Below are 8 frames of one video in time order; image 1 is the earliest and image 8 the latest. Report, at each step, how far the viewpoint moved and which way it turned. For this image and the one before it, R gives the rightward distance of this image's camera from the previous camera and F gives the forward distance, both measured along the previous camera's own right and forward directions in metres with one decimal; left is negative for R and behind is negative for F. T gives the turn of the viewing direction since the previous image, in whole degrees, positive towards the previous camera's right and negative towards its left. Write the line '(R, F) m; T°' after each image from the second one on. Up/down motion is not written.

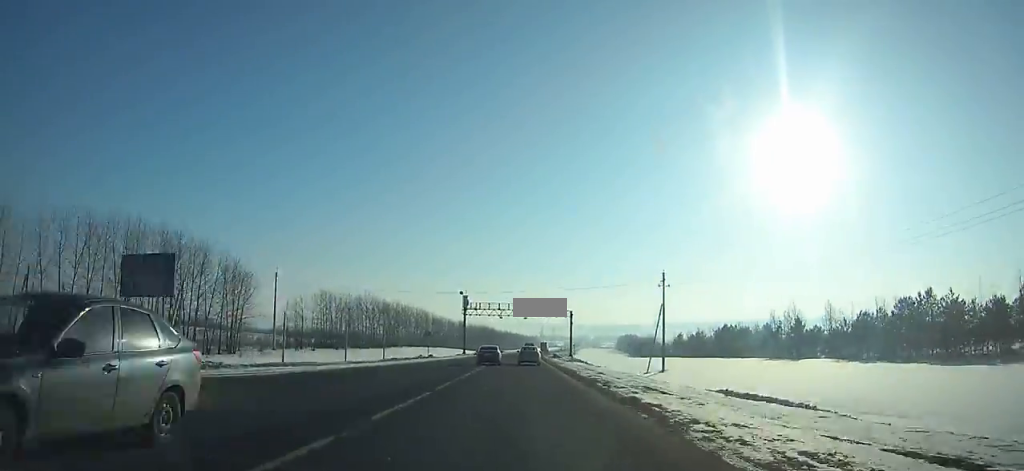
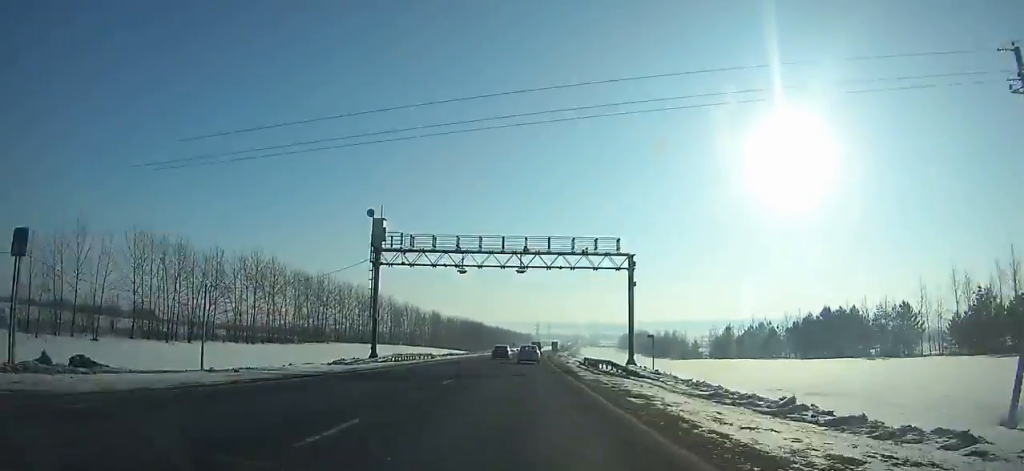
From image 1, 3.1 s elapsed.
(+0.6, +63.8) m; +1°
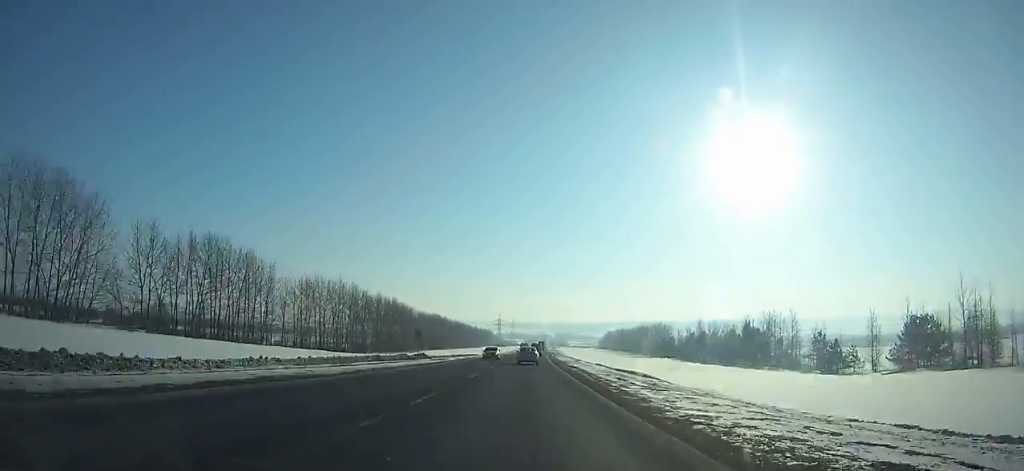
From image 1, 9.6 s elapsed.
(+3.8, +135.7) m; +4°
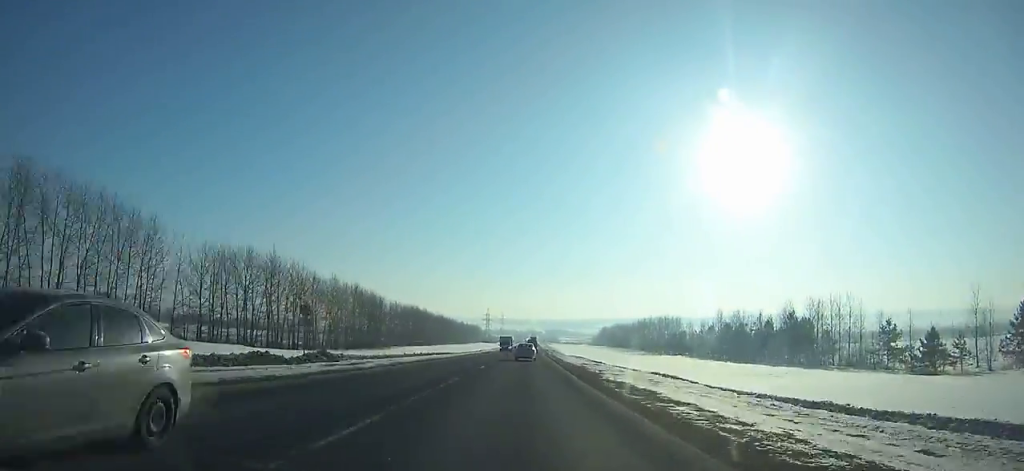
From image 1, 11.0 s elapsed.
(+0.1, +29.5) m; +1°
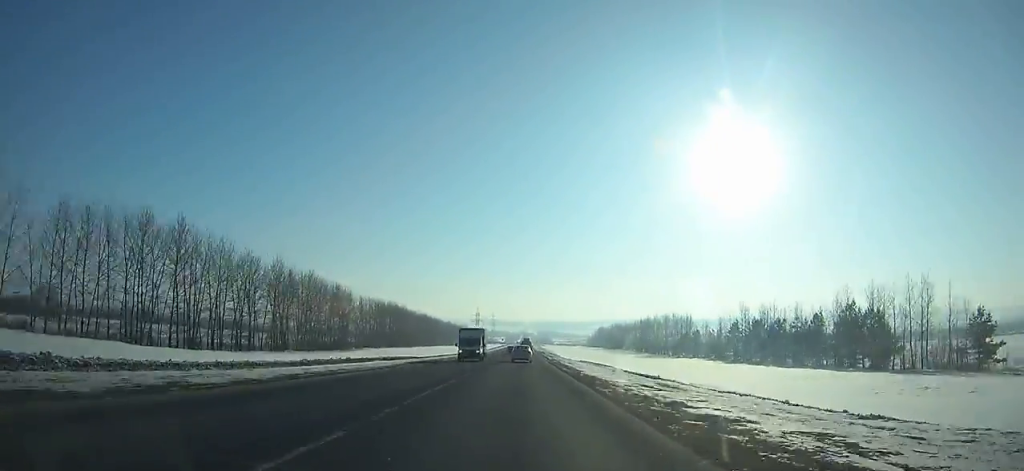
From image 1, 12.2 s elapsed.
(+0.4, +25.7) m; 0°
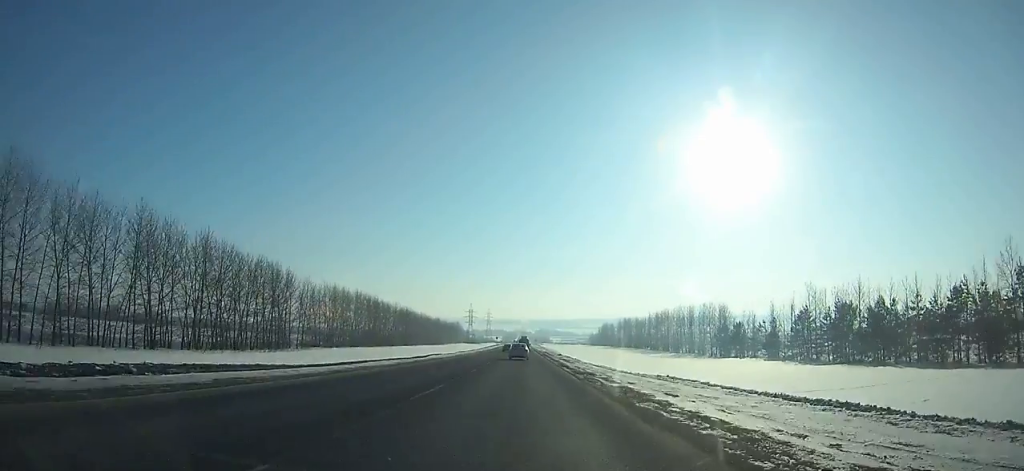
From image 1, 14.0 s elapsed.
(+0.3, +38.4) m; 0°
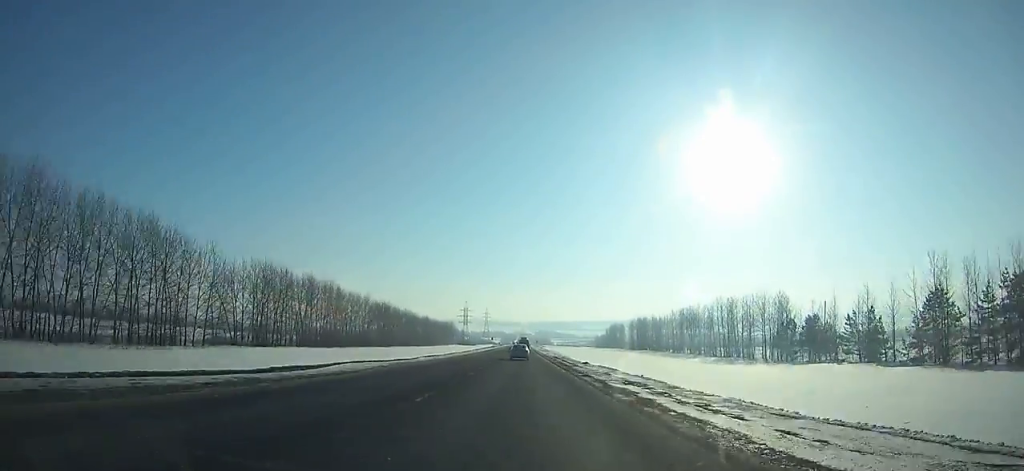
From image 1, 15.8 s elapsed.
(0.0, +38.6) m; 0°
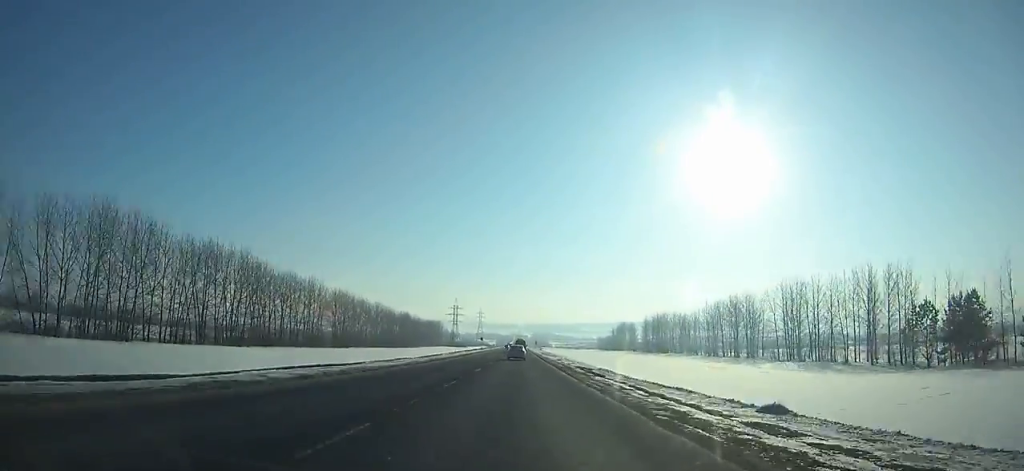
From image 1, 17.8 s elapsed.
(0.0, +42.9) m; 0°
